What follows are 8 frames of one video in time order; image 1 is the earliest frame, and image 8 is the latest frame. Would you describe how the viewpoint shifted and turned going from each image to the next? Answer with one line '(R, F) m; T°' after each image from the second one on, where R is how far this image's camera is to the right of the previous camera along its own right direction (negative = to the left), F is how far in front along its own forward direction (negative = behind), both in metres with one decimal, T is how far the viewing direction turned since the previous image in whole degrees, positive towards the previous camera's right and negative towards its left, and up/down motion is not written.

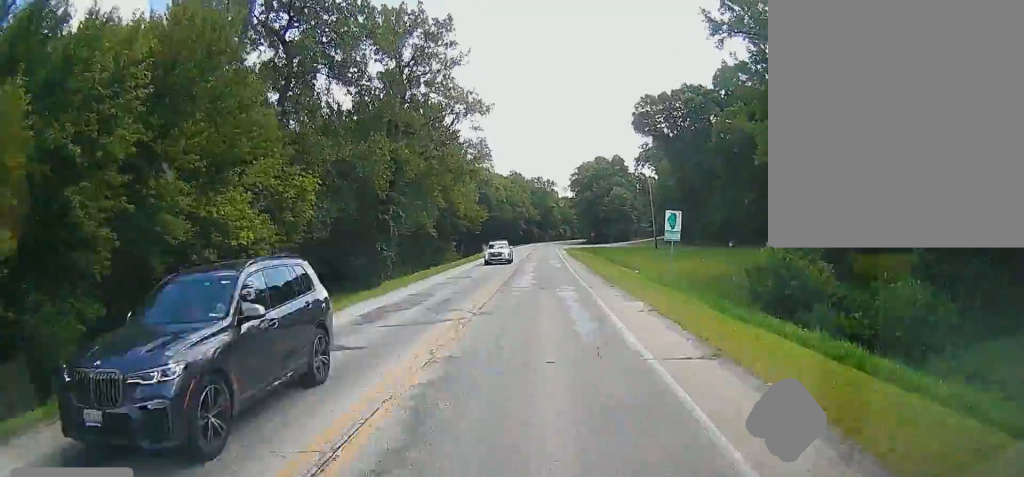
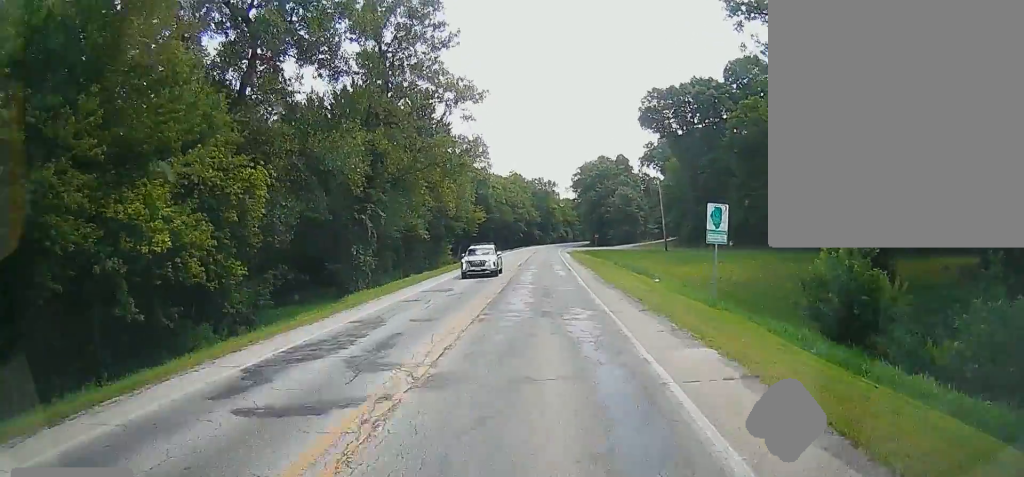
(+0.1, +7.0) m; -1°
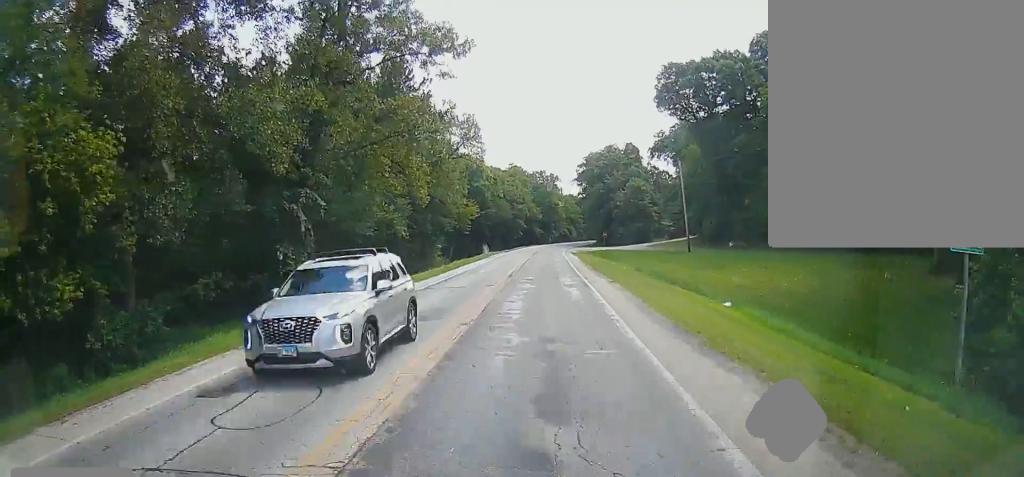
(-0.3, +13.1) m; 0°
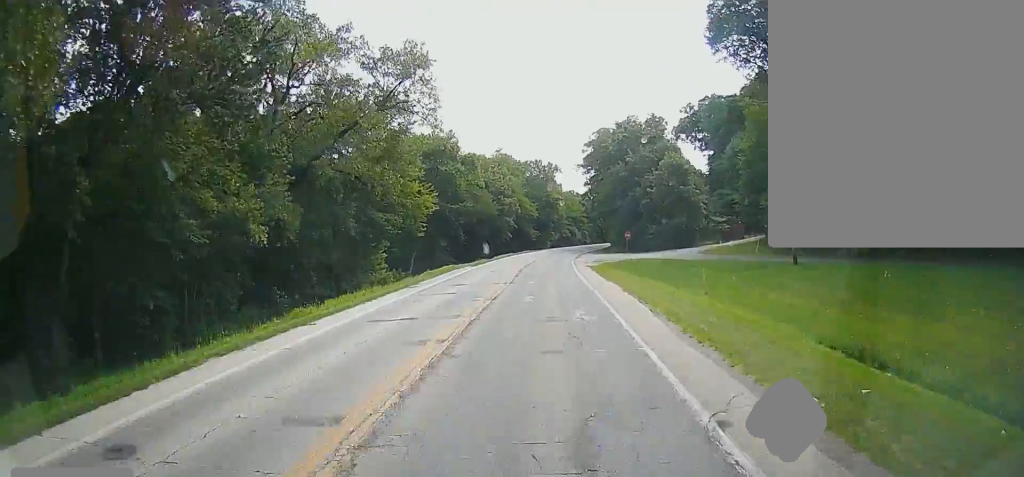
(+0.3, +34.1) m; 0°
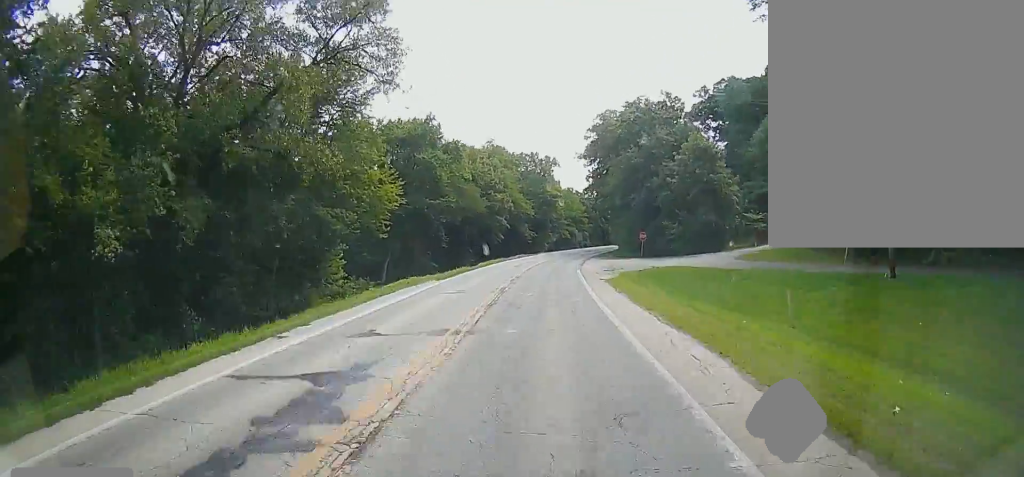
(0.0, +13.5) m; 0°
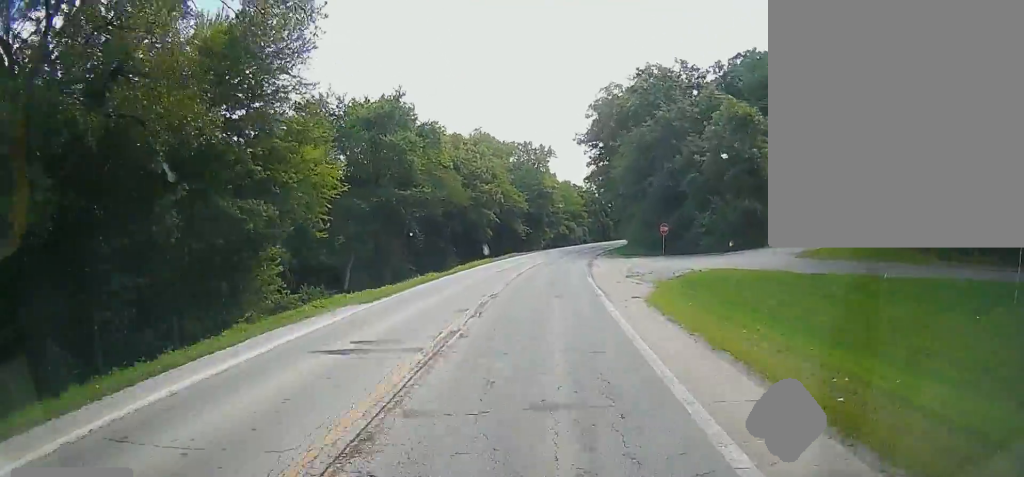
(-0.1, +13.1) m; 0°
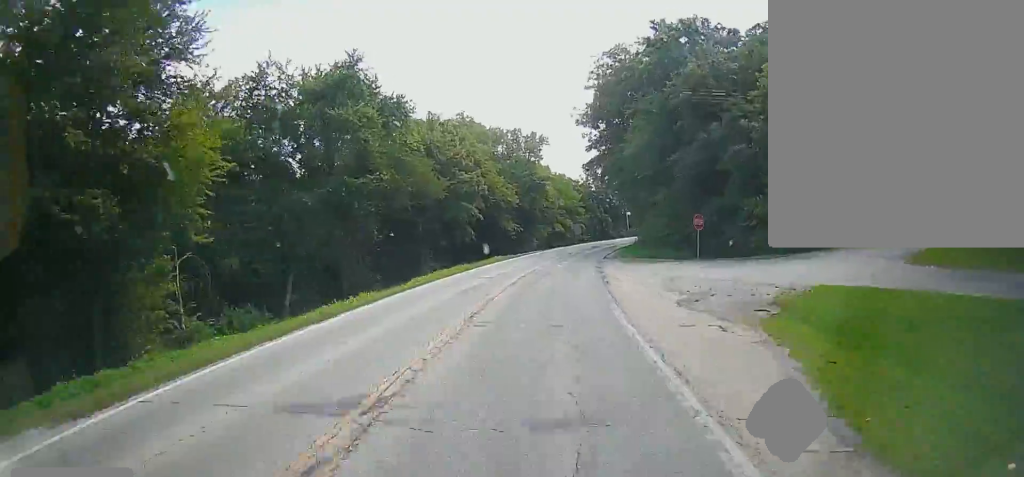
(0.0, +13.5) m; -1°
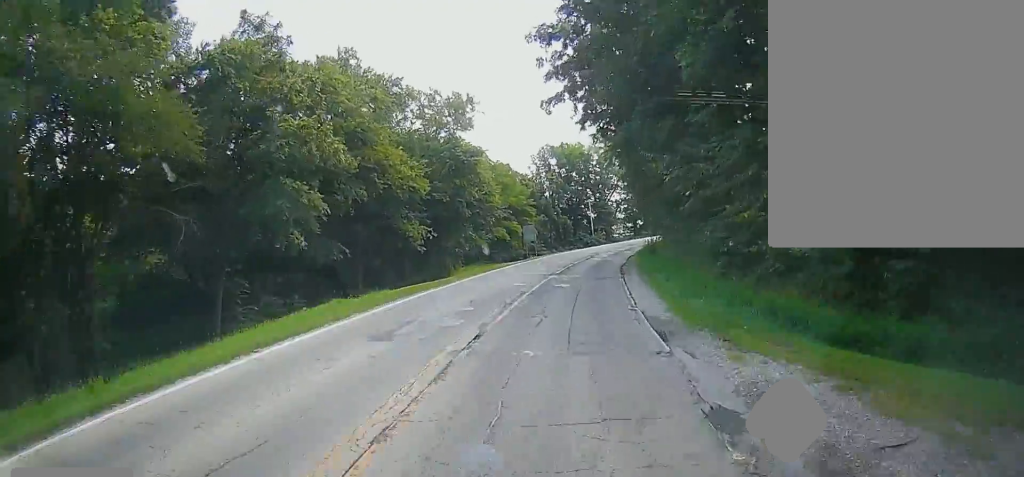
(-0.1, +37.8) m; +1°
